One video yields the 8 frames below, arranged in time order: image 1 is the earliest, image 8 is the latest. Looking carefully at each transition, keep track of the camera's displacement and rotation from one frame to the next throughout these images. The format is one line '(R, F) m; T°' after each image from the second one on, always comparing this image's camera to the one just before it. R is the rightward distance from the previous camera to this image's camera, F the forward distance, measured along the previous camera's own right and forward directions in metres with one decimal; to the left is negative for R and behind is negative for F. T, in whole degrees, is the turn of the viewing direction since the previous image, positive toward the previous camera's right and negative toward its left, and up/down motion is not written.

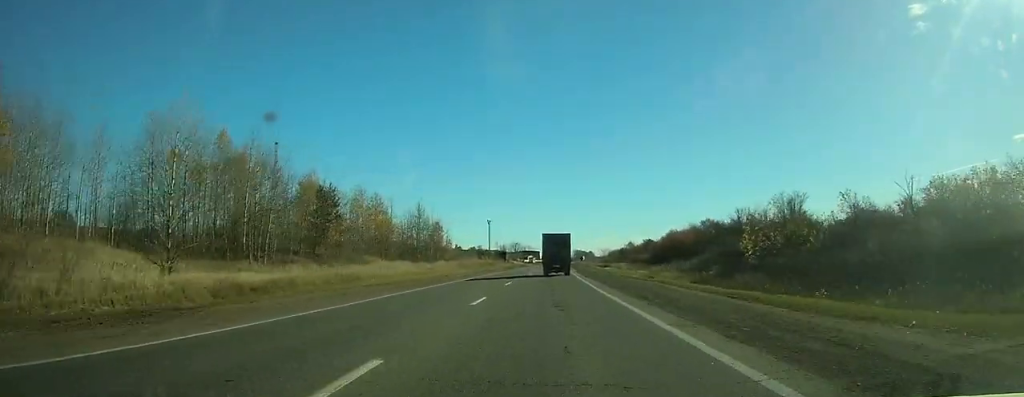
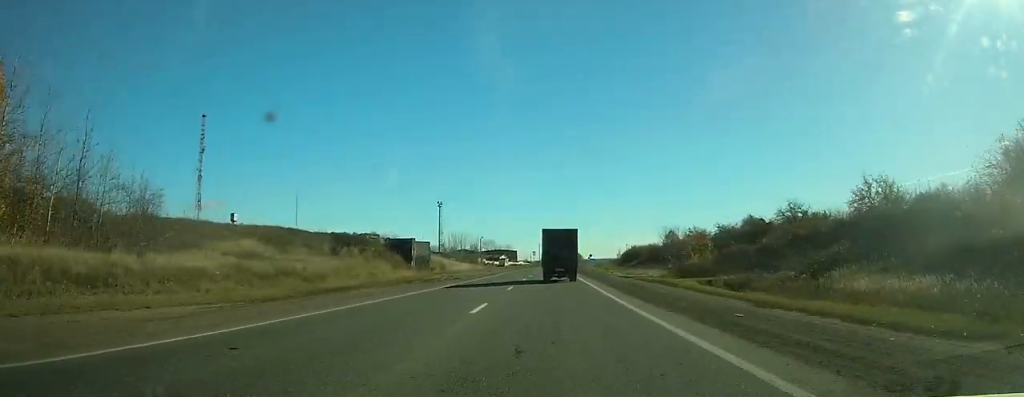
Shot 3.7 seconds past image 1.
(+1.3, +99.5) m; +2°
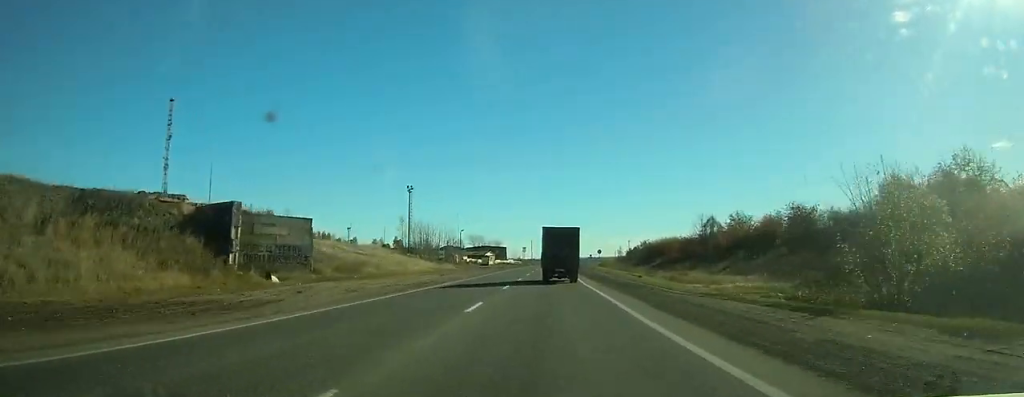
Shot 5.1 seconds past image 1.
(+0.3, +36.2) m; 0°
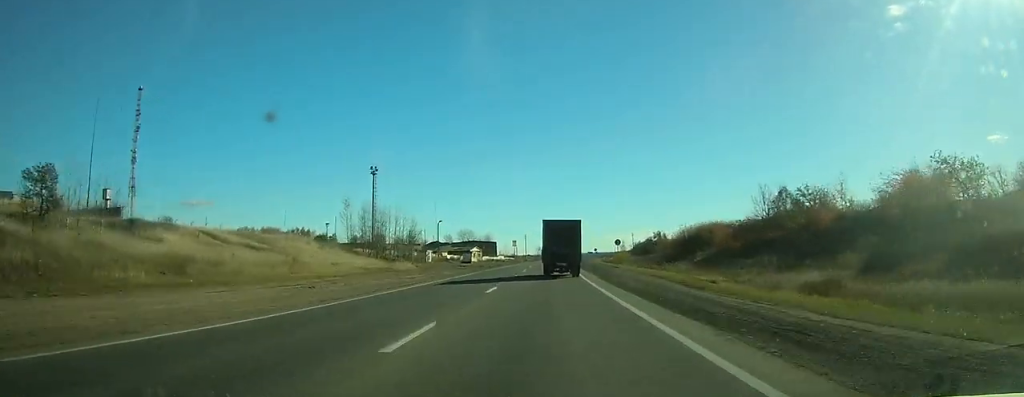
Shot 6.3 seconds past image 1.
(+0.1, +30.8) m; 0°
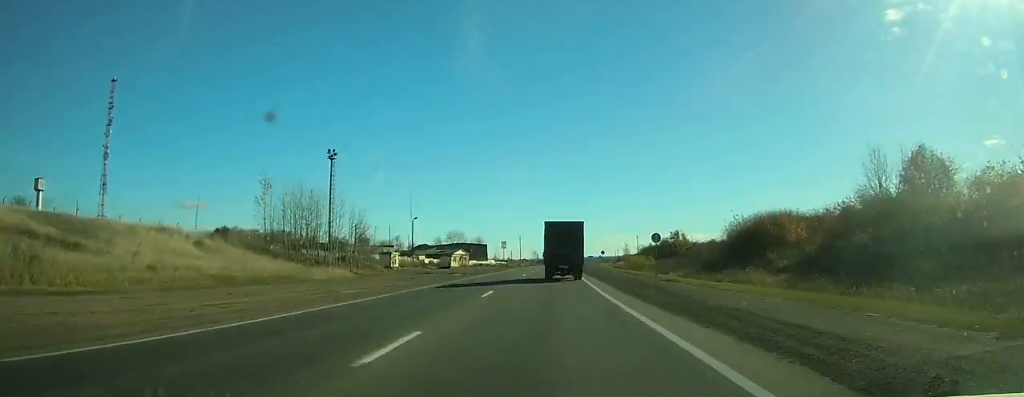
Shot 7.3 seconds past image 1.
(0.0, +25.3) m; 0°
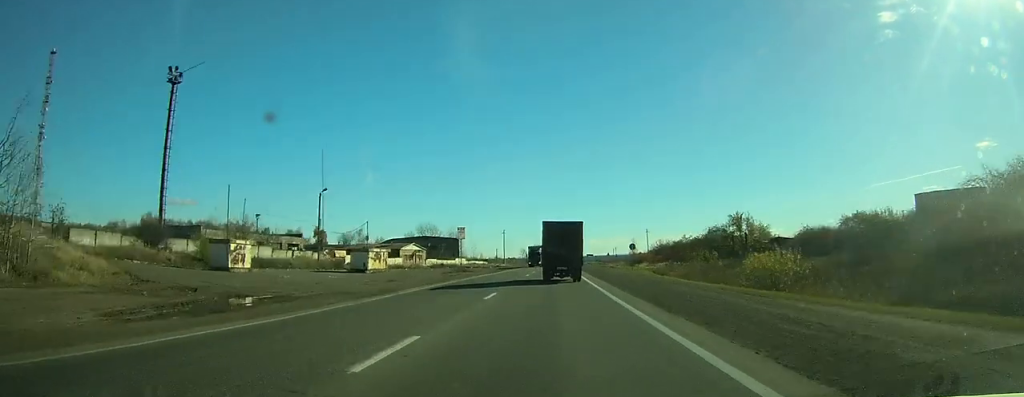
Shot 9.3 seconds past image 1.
(+0.2, +48.6) m; +1°
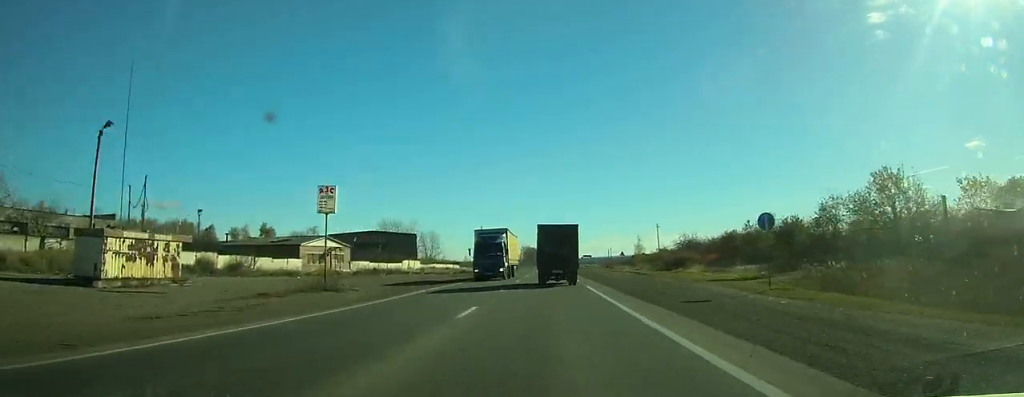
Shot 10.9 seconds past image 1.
(+0.3, +41.4) m; +1°
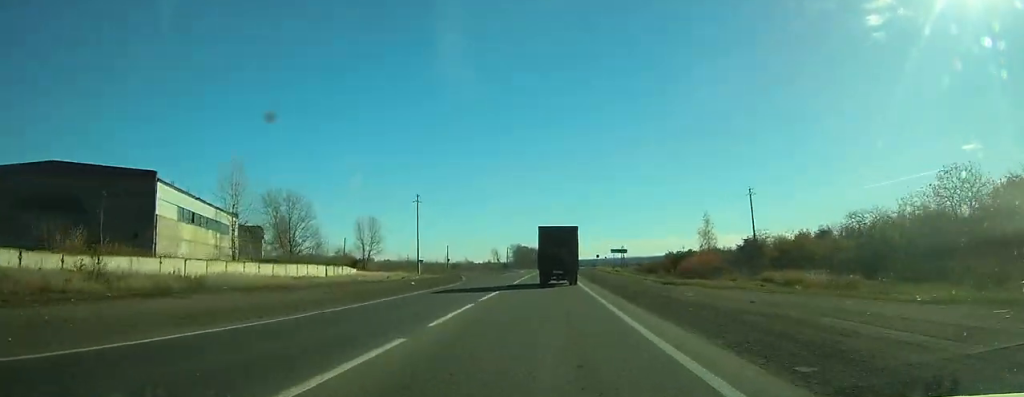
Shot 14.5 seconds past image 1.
(+1.0, +86.3) m; +1°
